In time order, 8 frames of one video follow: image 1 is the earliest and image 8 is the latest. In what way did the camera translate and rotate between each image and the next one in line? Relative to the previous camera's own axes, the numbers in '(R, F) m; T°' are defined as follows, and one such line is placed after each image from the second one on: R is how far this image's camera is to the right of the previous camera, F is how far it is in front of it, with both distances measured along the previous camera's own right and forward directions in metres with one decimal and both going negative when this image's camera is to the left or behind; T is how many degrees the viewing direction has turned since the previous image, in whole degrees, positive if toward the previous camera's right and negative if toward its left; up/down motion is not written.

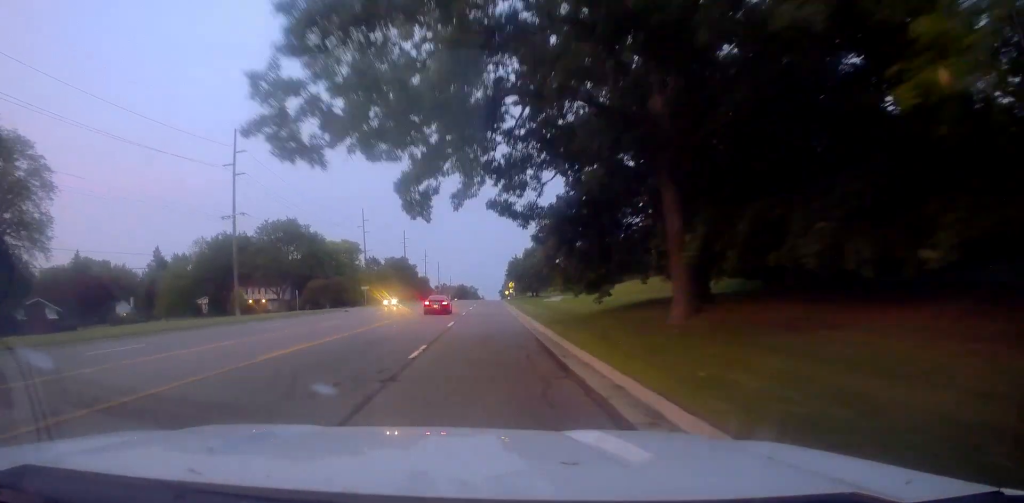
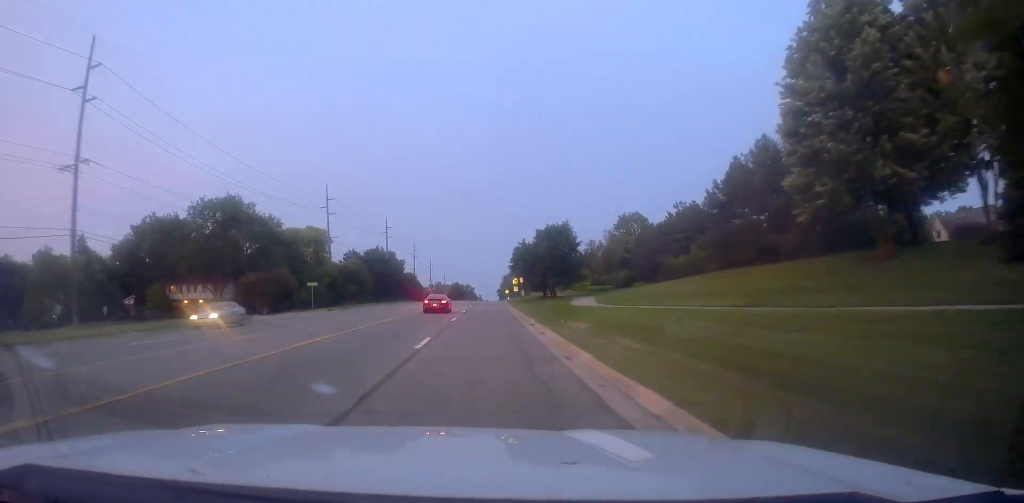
(-0.5, +26.3) m; -2°
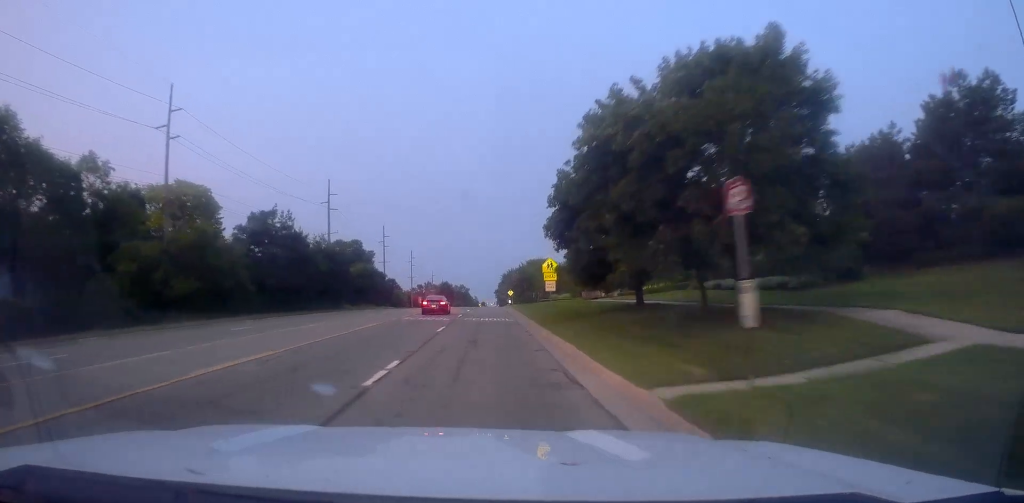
(+1.6, +51.1) m; +2°
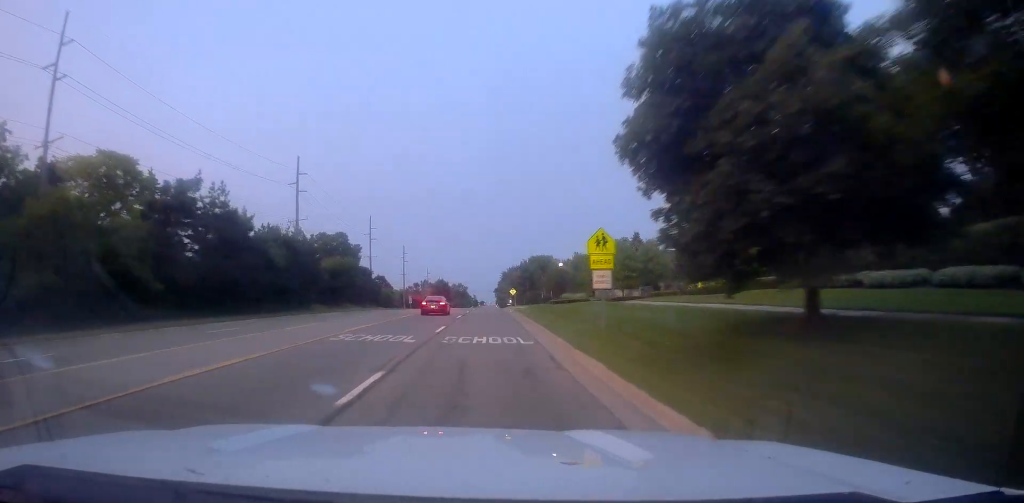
(-0.2, +16.4) m; -1°
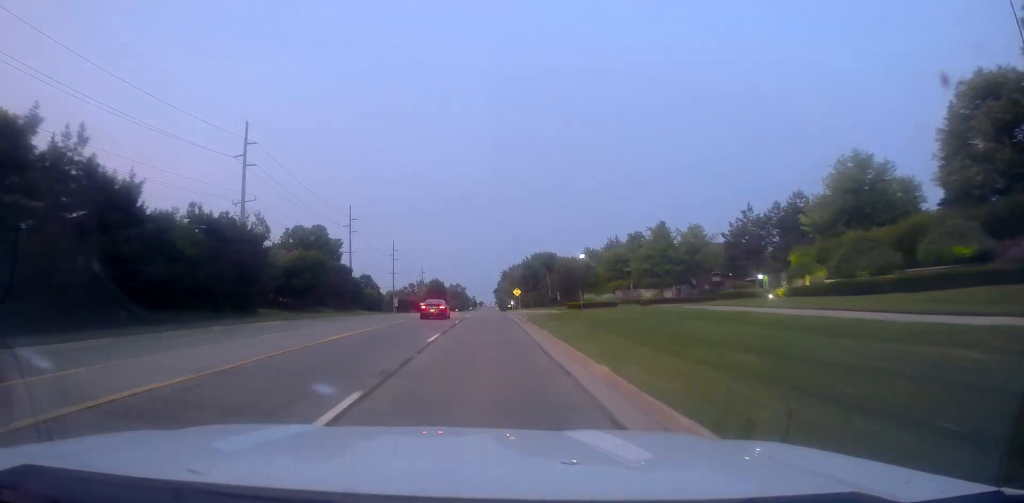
(-0.4, +18.6) m; +1°
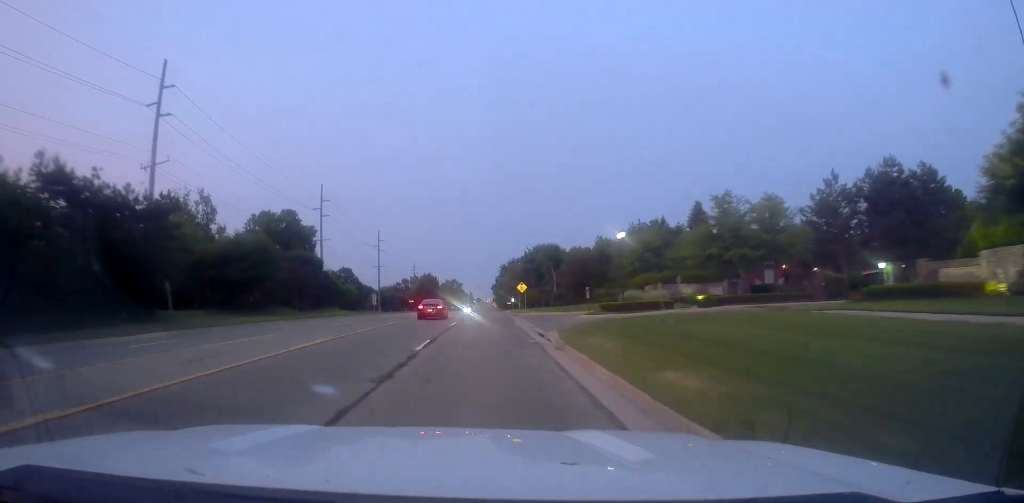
(+0.6, +18.5) m; +1°
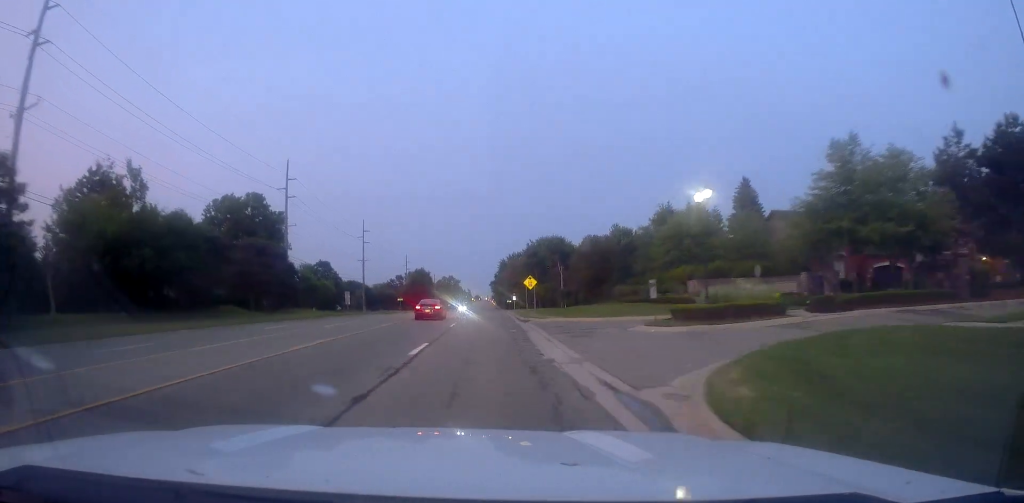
(-0.1, +16.5) m; 0°
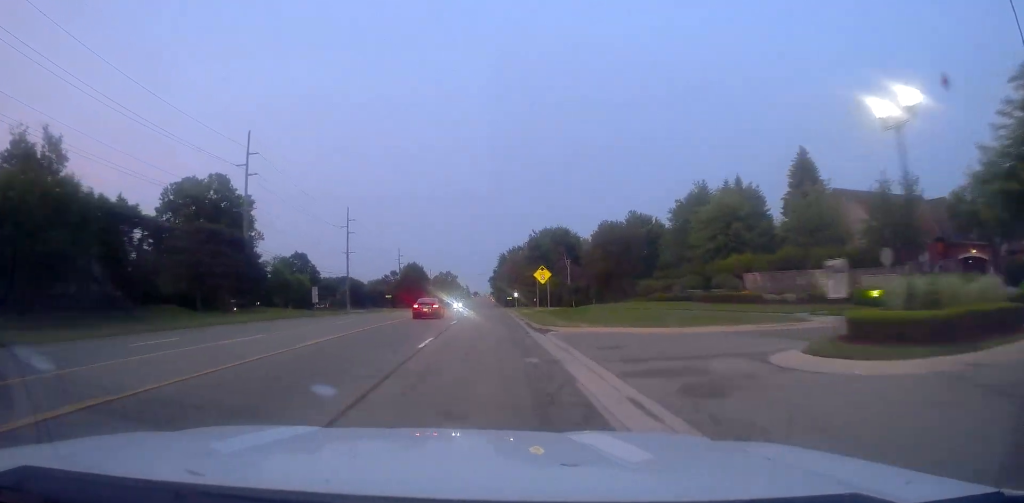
(-0.1, +13.7) m; 0°
